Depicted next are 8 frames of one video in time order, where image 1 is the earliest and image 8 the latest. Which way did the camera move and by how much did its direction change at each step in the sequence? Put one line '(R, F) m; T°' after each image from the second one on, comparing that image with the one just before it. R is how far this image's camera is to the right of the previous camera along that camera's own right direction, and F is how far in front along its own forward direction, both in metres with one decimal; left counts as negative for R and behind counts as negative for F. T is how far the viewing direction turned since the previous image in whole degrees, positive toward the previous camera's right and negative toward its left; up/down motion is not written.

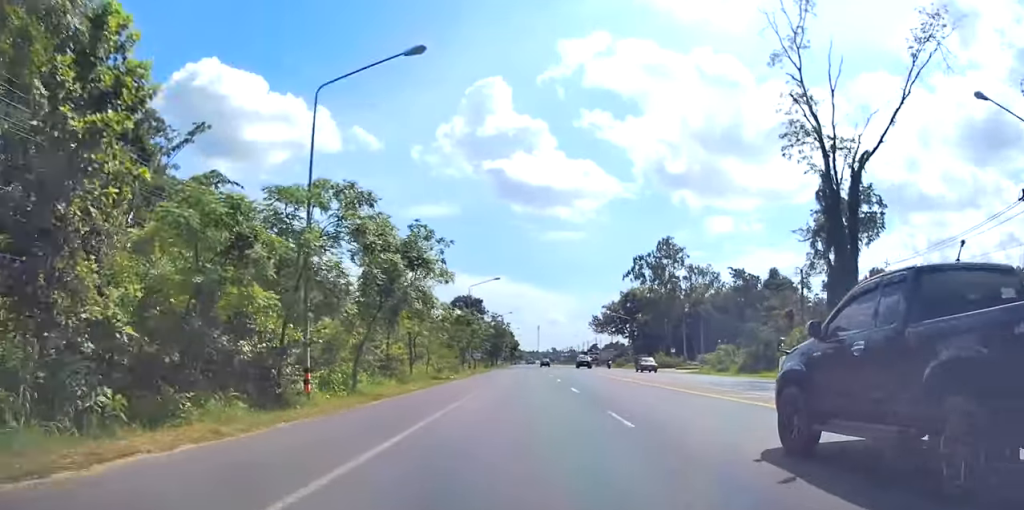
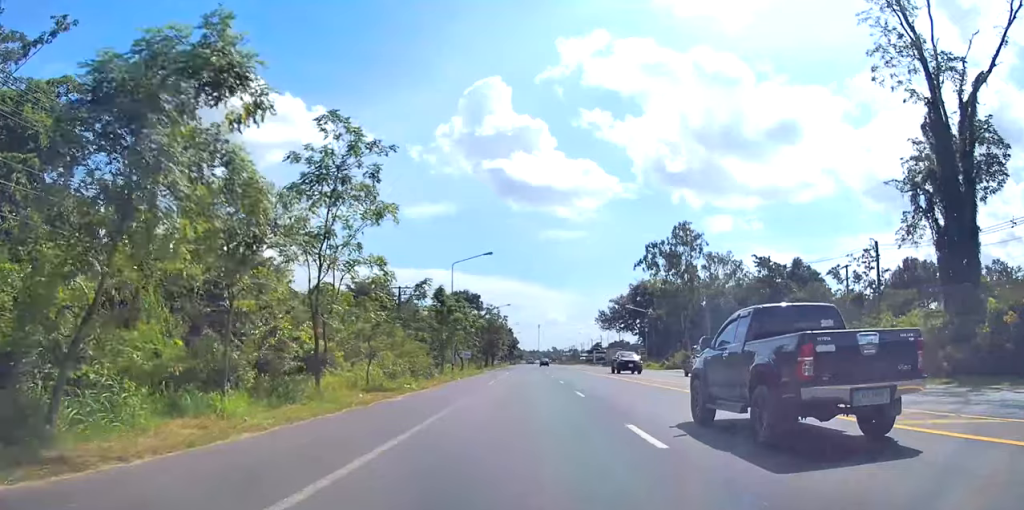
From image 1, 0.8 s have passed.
(-0.4, +15.0) m; 0°
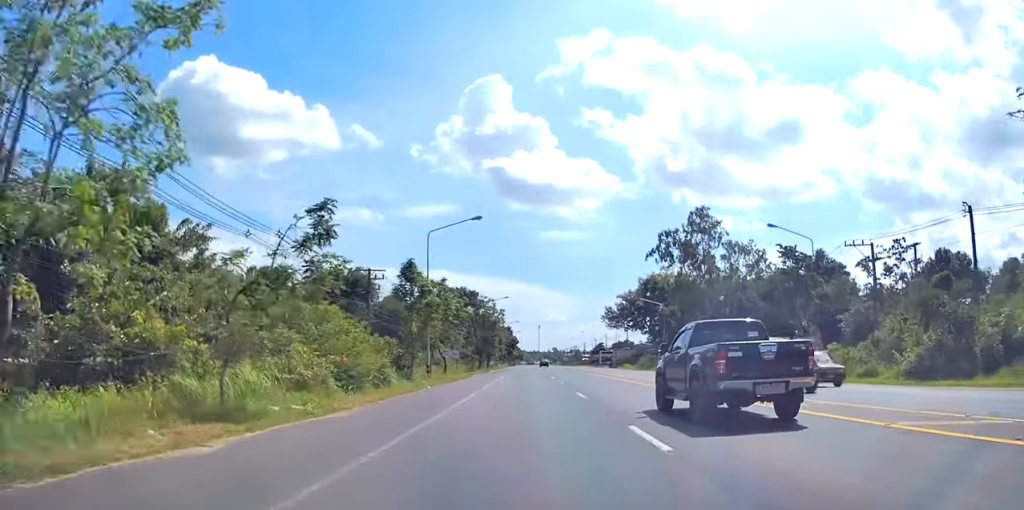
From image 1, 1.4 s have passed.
(+0.1, +12.0) m; 0°
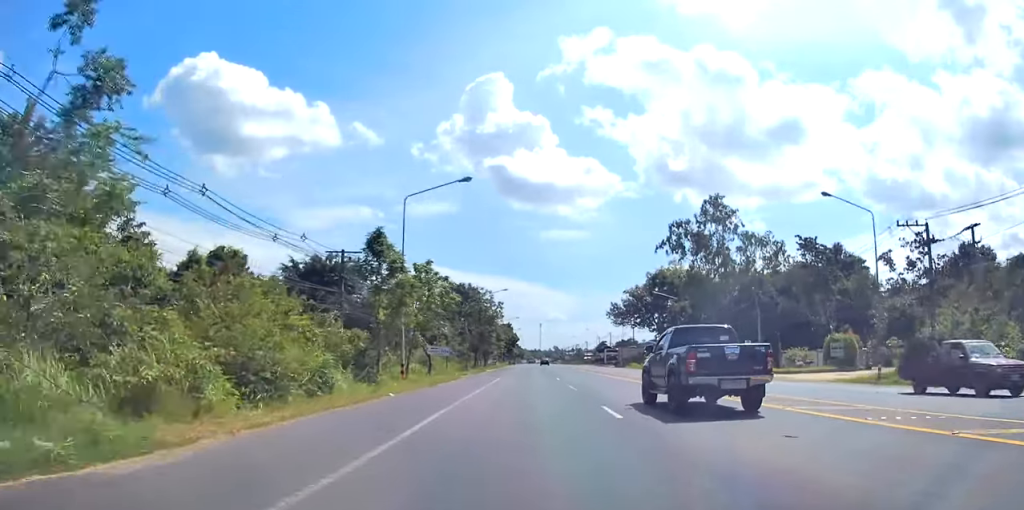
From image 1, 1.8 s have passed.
(+0.2, +8.1) m; 0°
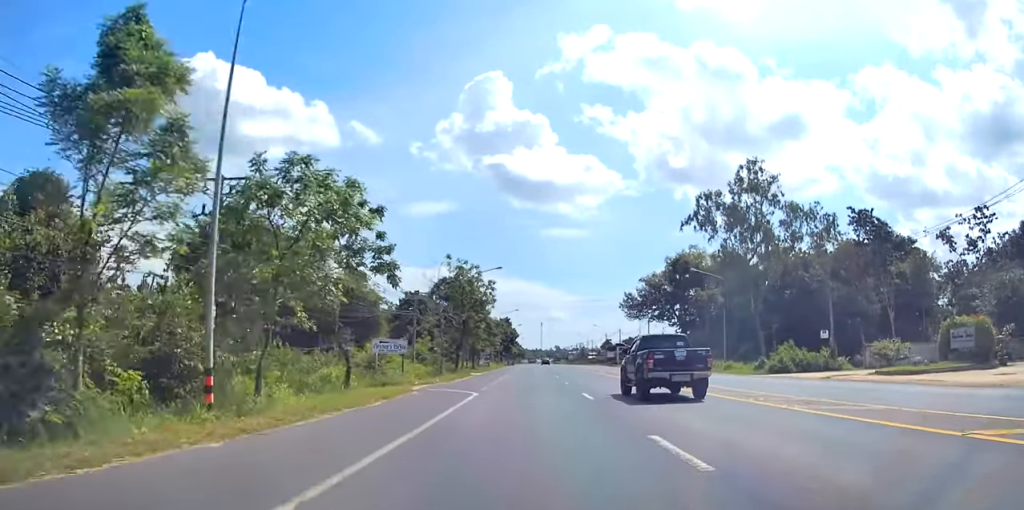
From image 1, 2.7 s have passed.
(-0.4, +17.9) m; 0°
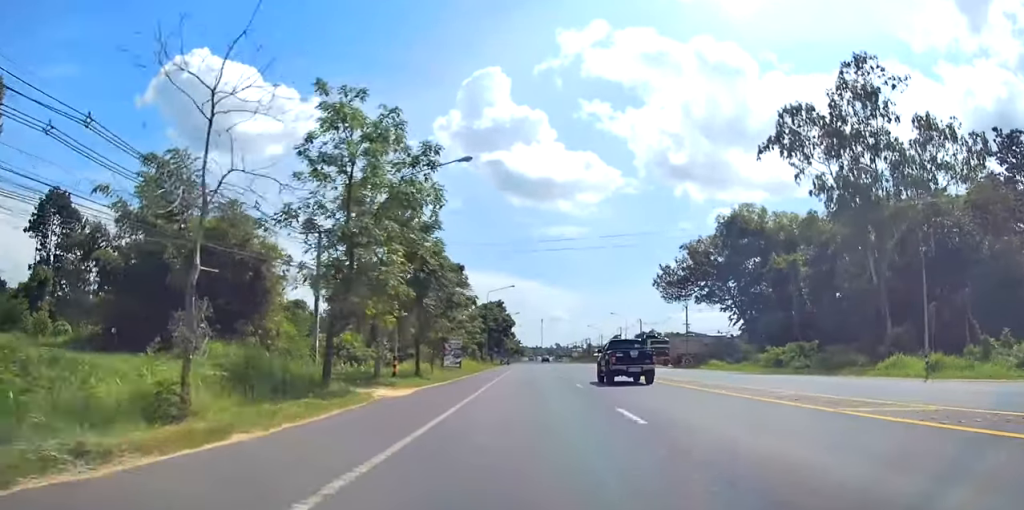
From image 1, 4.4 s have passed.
(+0.3, +31.9) m; 0°
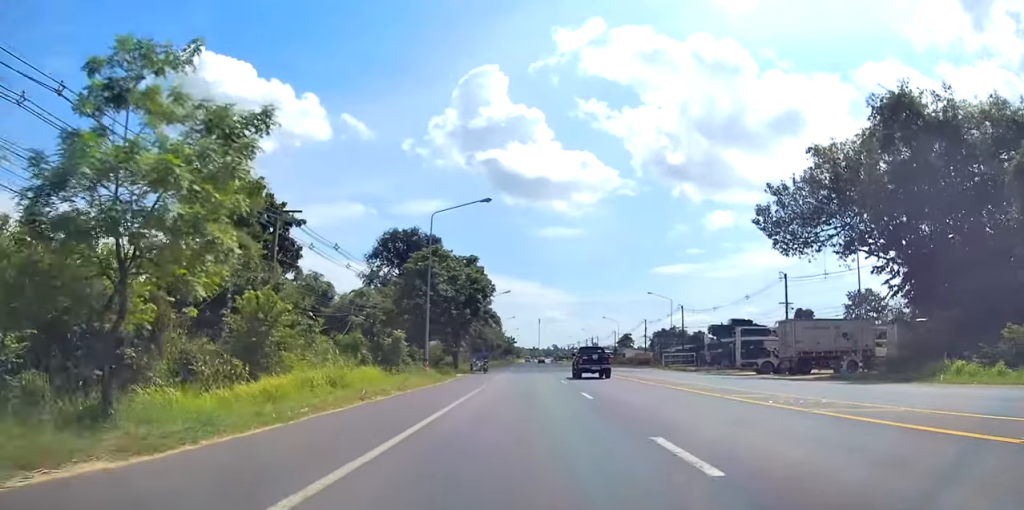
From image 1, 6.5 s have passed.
(+0.5, +41.3) m; +2°
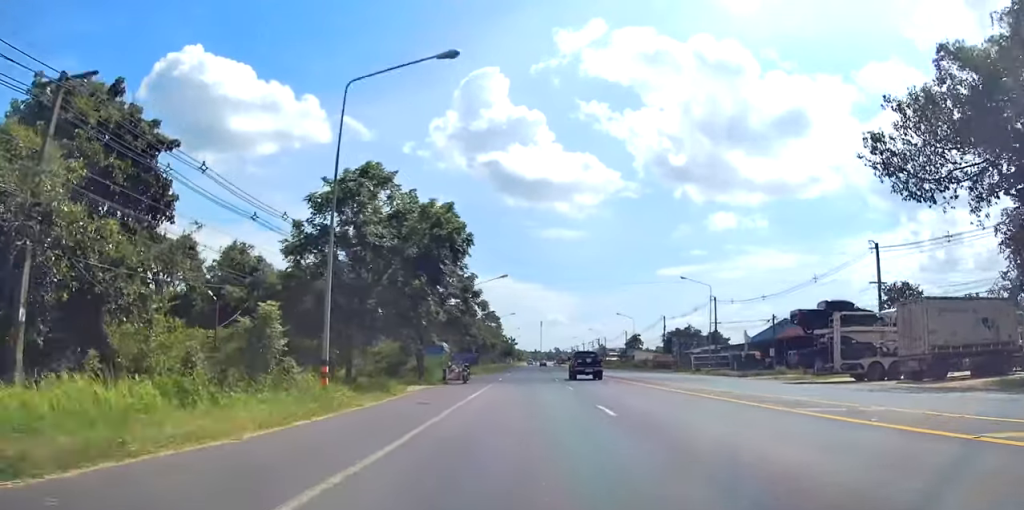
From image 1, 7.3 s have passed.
(0.0, +17.5) m; -1°
